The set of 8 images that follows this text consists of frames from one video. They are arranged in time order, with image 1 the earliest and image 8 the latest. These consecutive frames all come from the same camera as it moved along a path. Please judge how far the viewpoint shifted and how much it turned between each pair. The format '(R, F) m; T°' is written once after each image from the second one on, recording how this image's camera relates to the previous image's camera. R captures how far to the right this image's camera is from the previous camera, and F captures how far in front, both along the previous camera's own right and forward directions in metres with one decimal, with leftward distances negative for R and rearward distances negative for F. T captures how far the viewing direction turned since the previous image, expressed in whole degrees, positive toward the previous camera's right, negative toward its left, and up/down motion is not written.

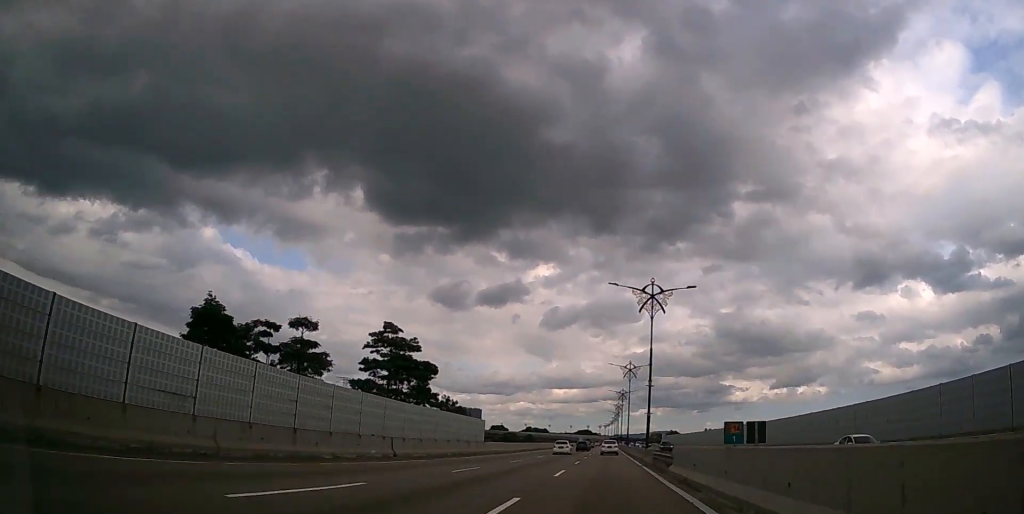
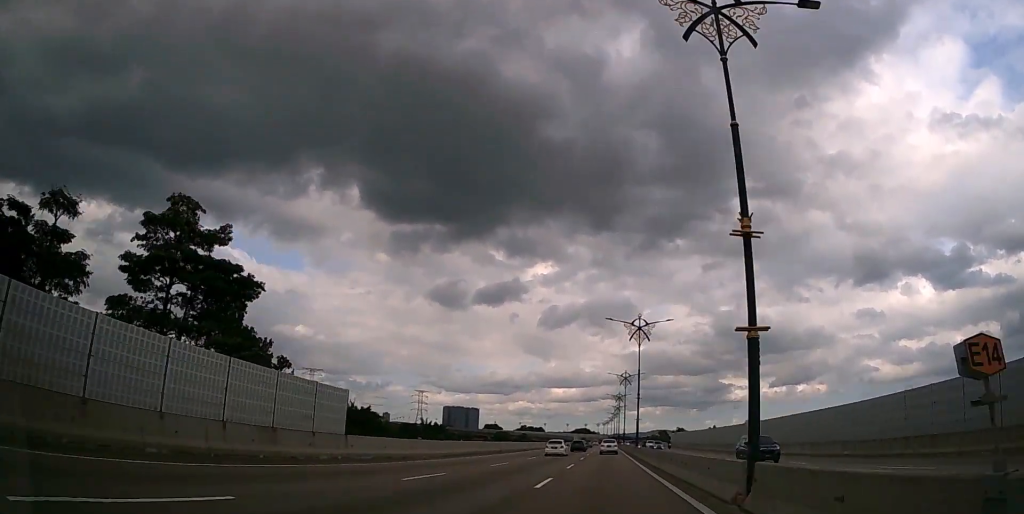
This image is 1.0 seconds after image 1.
(0.0, +28.1) m; 0°
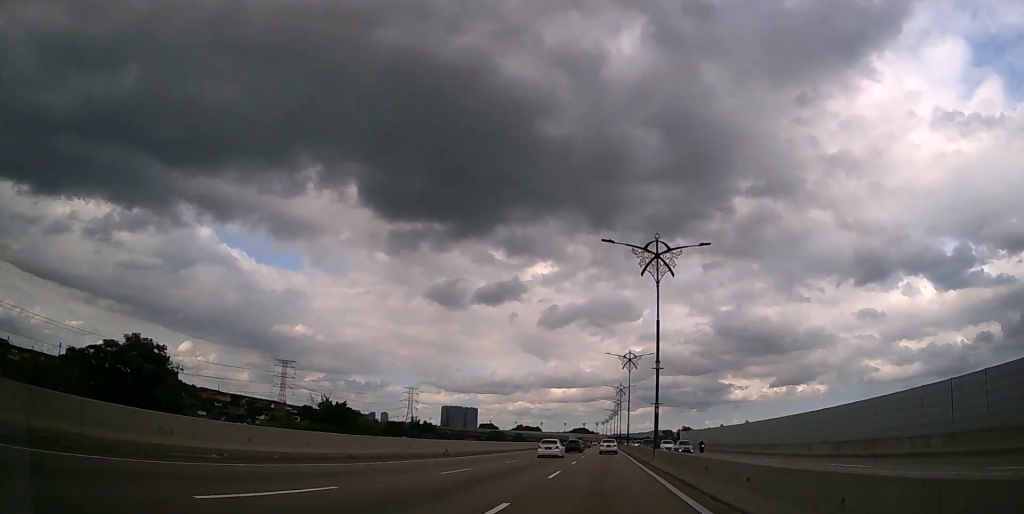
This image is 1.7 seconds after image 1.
(0.0, +20.7) m; 0°
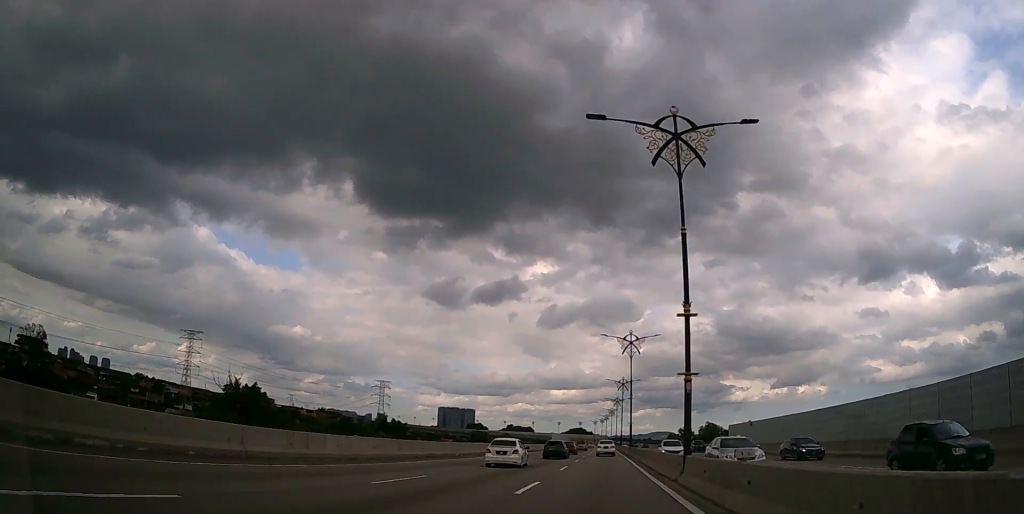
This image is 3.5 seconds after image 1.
(+0.1, +53.0) m; 0°
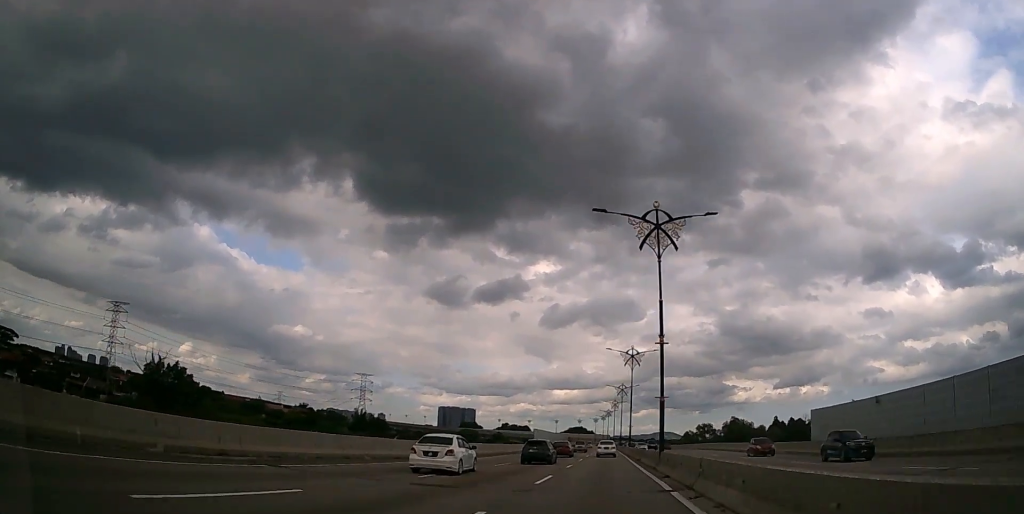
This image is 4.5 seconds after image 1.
(0.0, +31.5) m; 0°
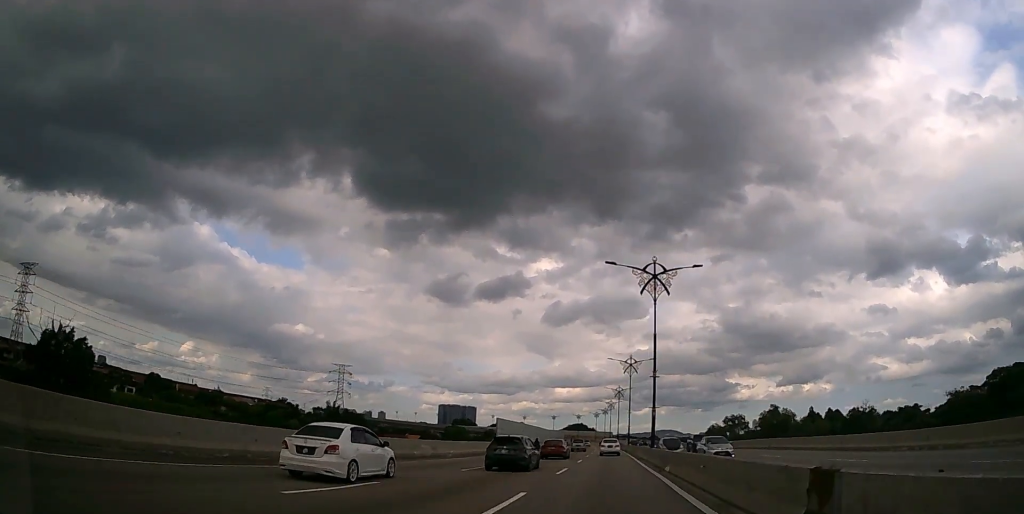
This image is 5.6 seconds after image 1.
(-0.1, +31.4) m; 0°
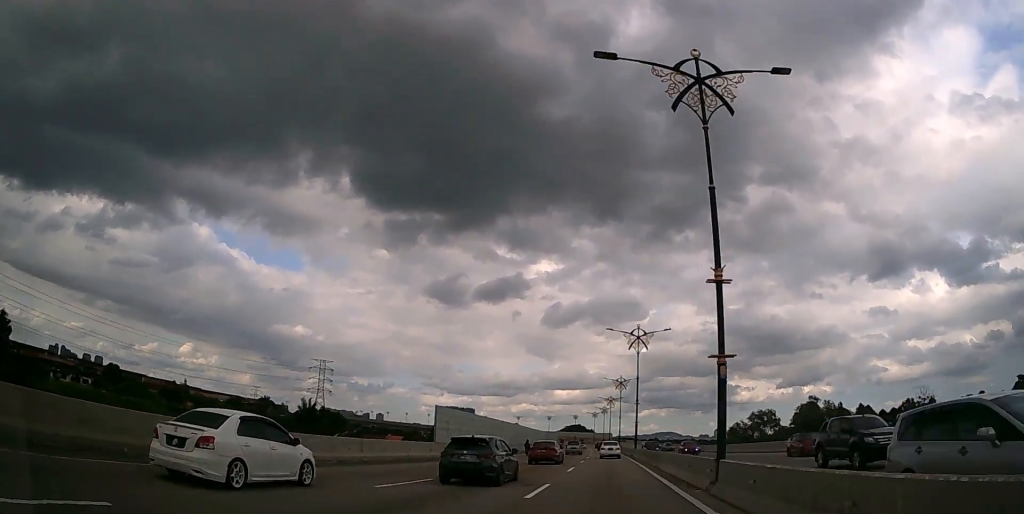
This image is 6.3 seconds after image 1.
(0.0, +20.6) m; 0°
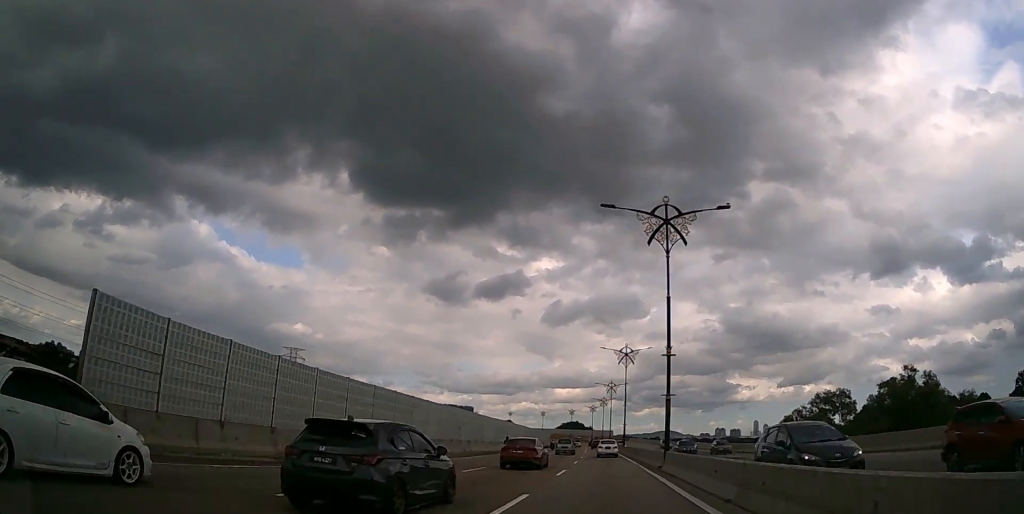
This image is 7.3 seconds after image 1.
(+0.1, +28.0) m; 0°
